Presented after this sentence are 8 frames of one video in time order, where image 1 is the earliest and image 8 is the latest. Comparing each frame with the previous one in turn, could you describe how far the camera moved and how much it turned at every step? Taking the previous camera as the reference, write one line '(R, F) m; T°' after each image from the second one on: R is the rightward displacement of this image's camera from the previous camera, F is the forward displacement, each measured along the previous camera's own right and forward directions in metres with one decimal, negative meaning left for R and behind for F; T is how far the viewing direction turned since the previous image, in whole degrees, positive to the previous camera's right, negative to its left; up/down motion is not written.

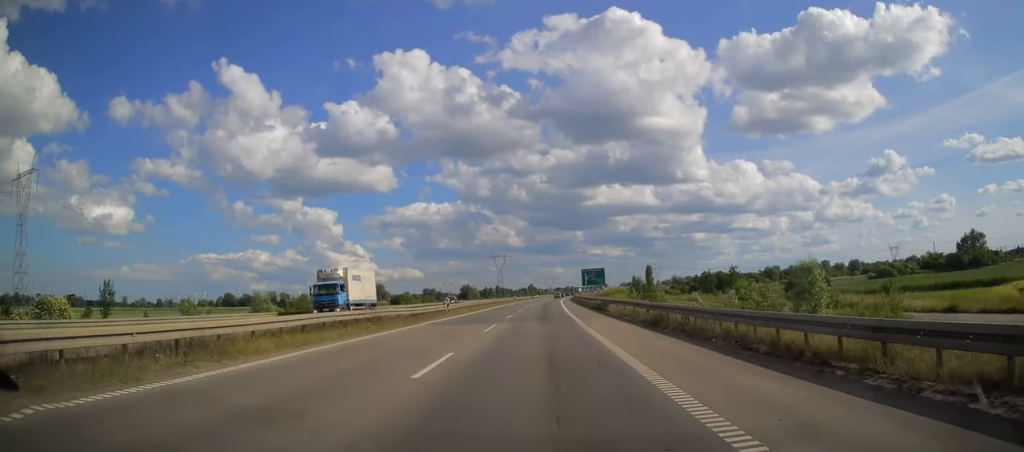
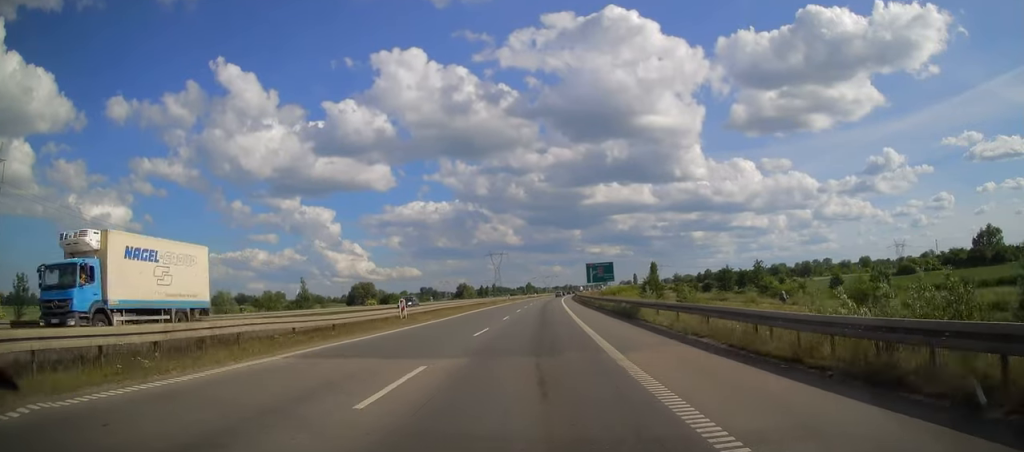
(+0.1, +14.6) m; 0°
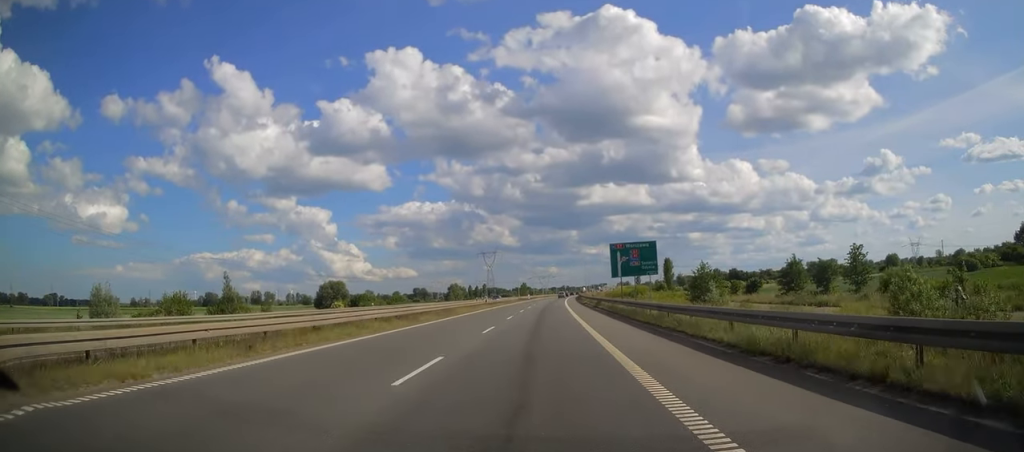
(+0.1, +34.2) m; +1°
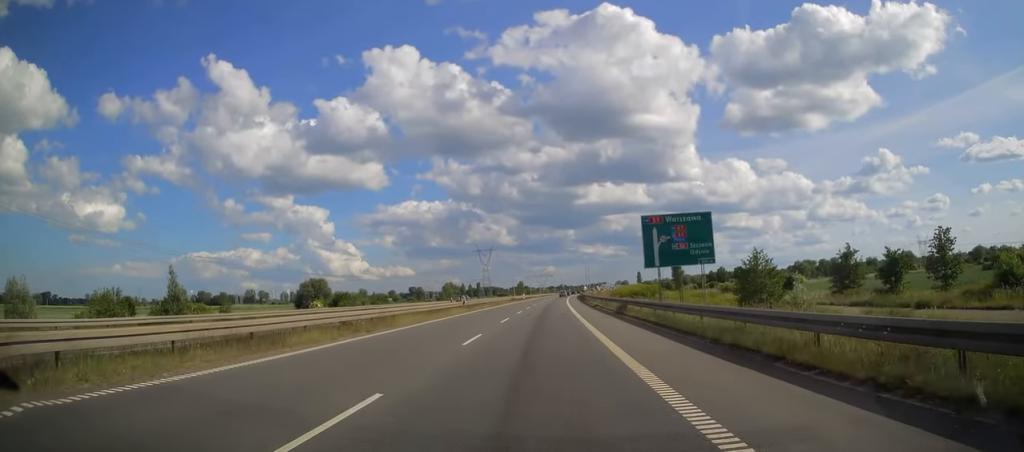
(+0.1, +17.0) m; 0°
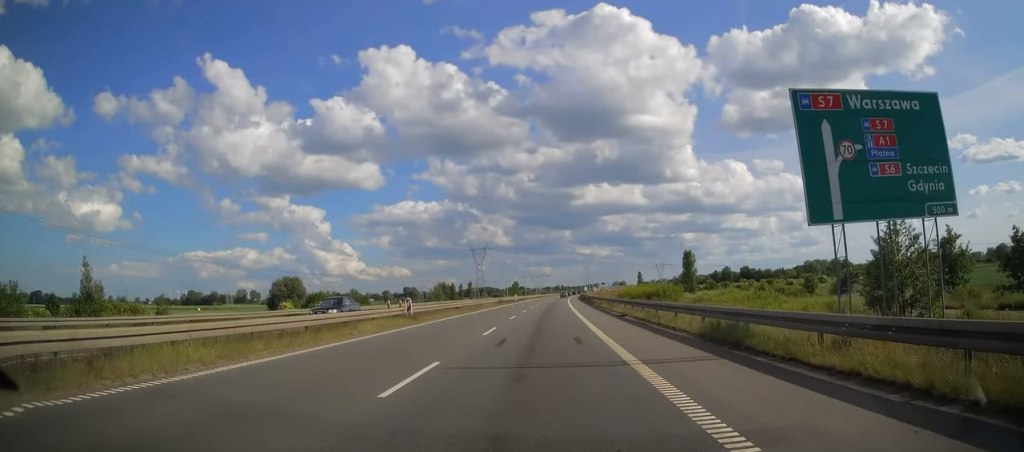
(+0.1, +20.1) m; 0°
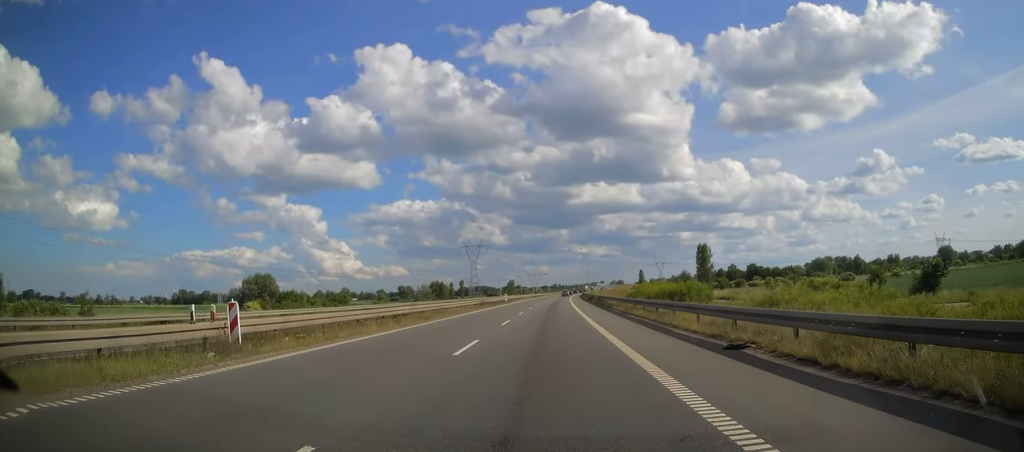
(0.0, +18.7) m; 0°
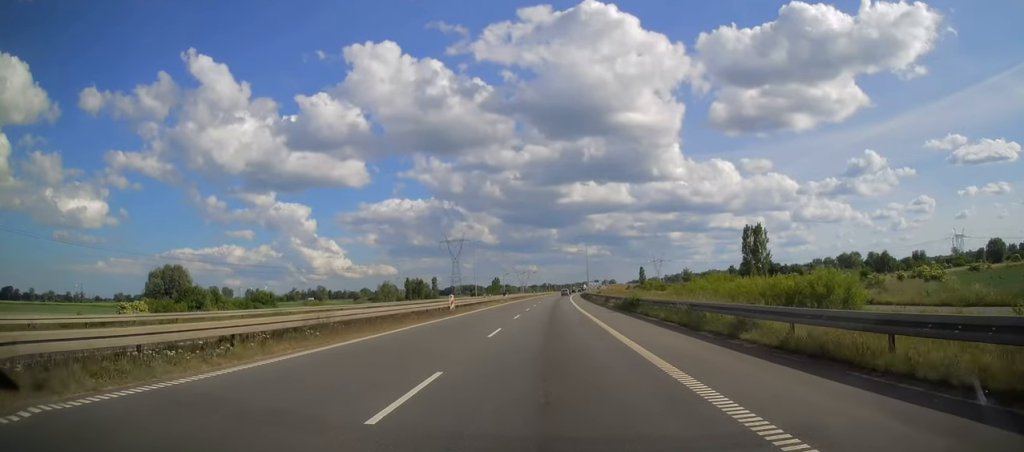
(+0.2, +42.8) m; +1°
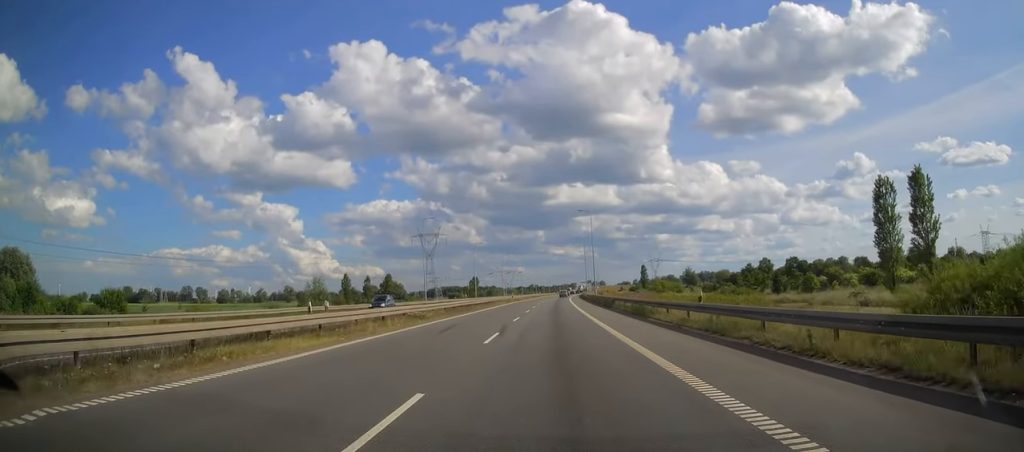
(+0.5, +49.9) m; +1°
